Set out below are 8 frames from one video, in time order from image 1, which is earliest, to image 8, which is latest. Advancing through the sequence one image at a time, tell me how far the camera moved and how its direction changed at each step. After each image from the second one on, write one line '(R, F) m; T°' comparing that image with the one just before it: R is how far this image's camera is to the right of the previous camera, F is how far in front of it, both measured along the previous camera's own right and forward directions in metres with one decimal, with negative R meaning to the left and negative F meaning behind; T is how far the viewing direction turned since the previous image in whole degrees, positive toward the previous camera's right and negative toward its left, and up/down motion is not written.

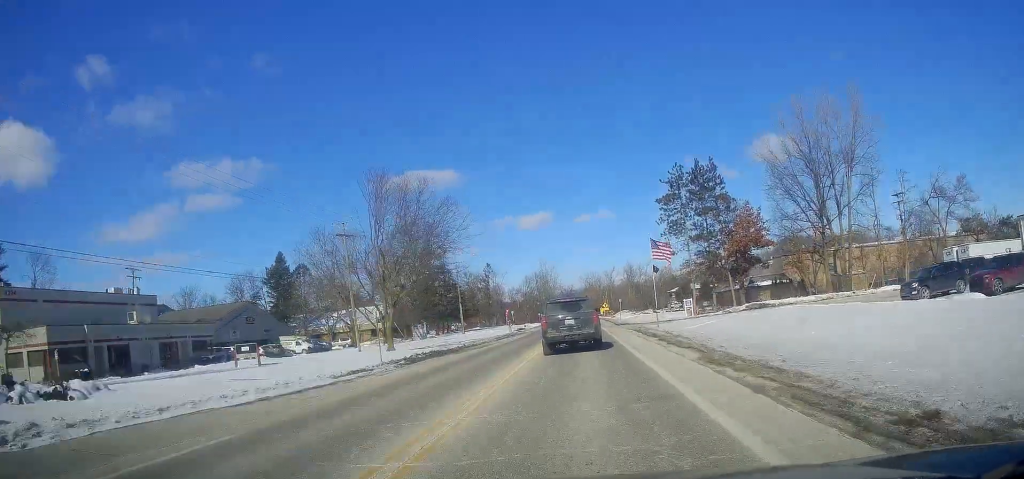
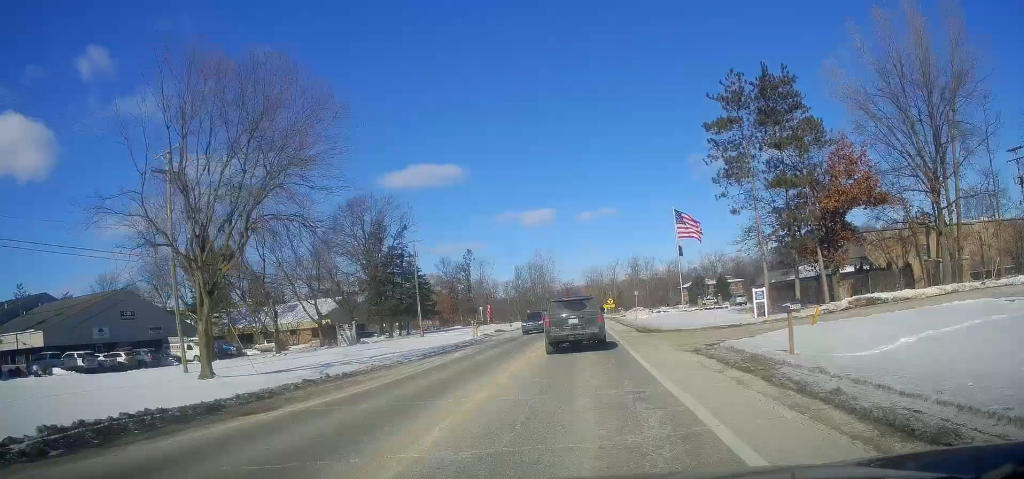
(-0.2, +24.4) m; 0°
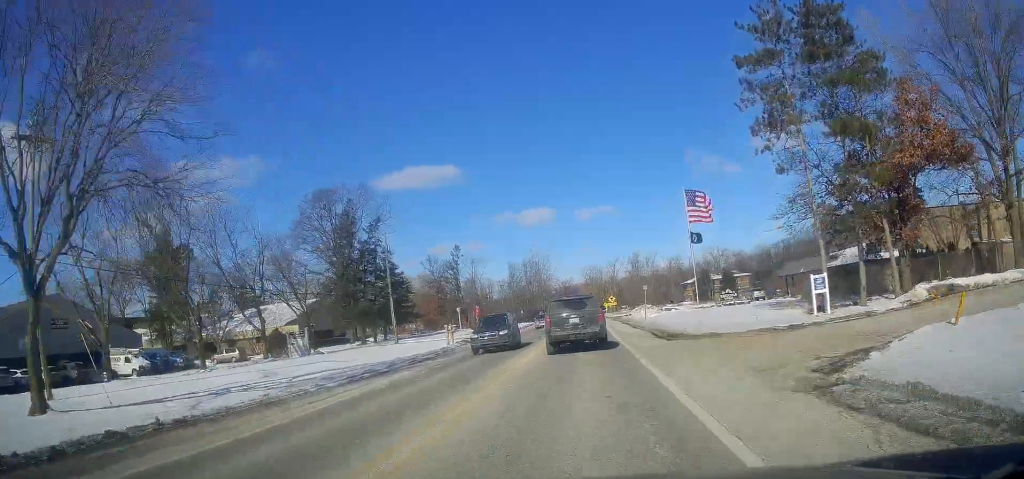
(+0.4, +9.7) m; 0°
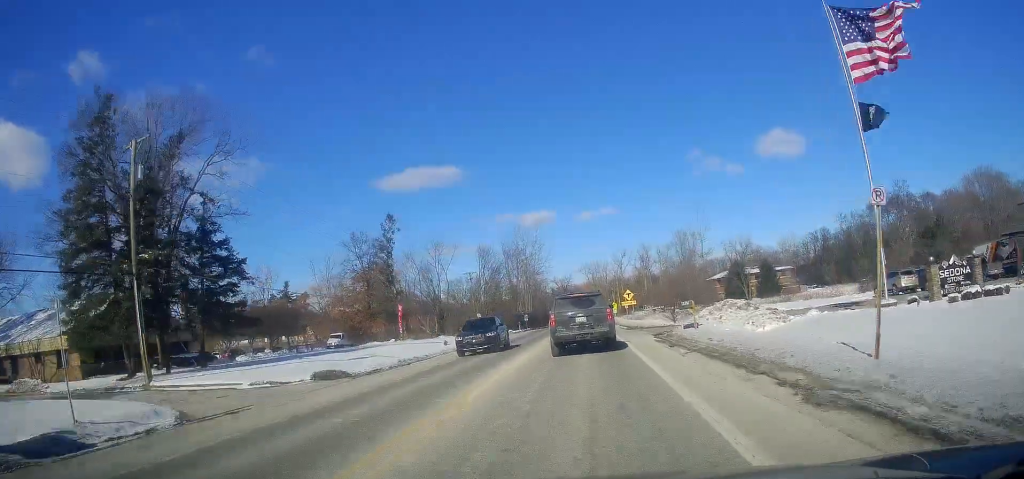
(0.0, +38.2) m; +1°
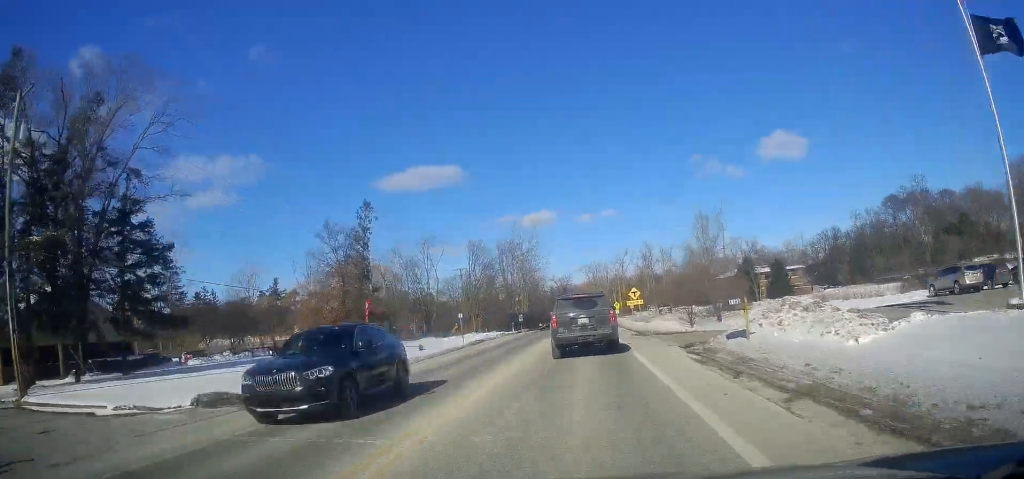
(-0.2, +8.1) m; 0°
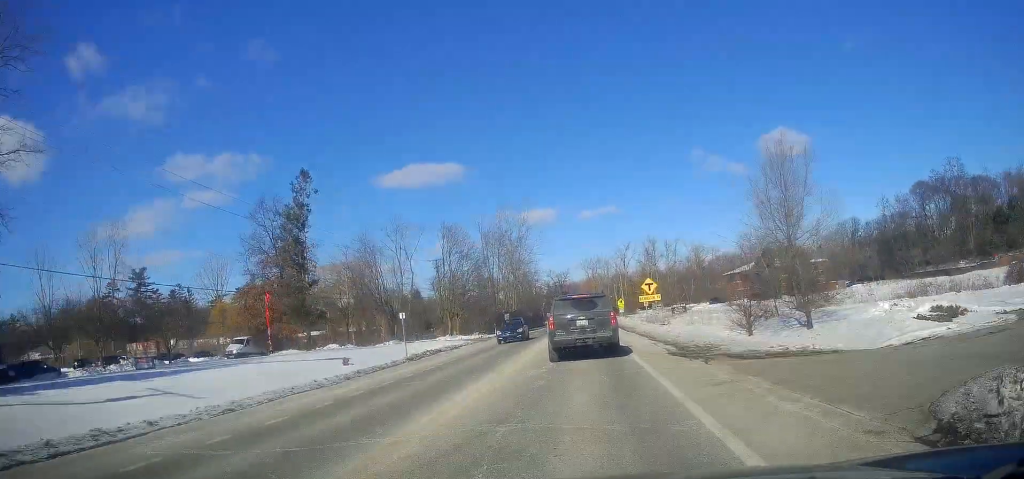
(-0.1, +14.7) m; 0°
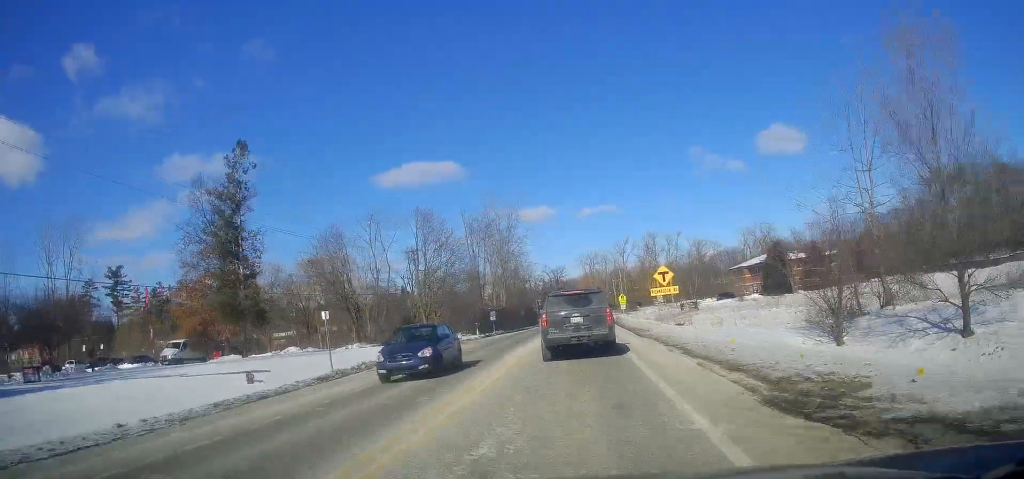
(+0.3, +9.4) m; -1°
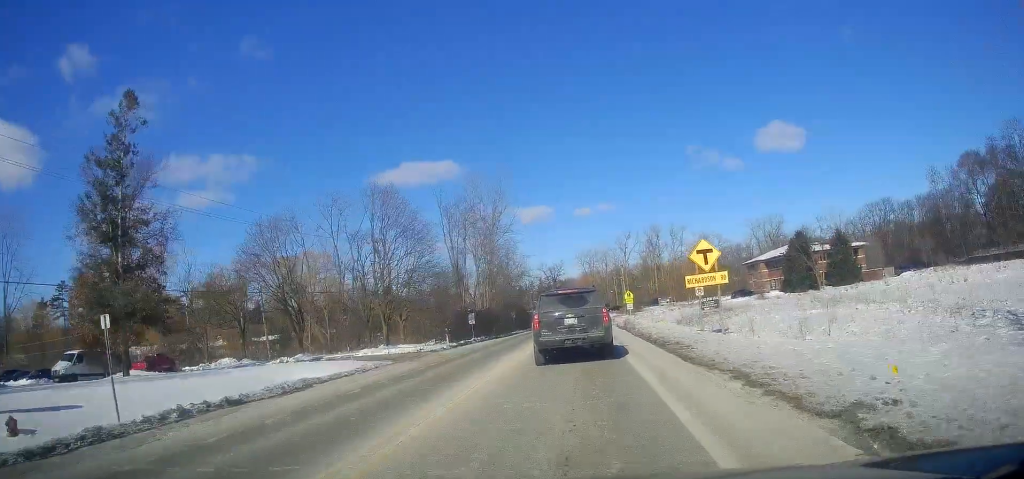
(-0.3, +11.7) m; 0°
